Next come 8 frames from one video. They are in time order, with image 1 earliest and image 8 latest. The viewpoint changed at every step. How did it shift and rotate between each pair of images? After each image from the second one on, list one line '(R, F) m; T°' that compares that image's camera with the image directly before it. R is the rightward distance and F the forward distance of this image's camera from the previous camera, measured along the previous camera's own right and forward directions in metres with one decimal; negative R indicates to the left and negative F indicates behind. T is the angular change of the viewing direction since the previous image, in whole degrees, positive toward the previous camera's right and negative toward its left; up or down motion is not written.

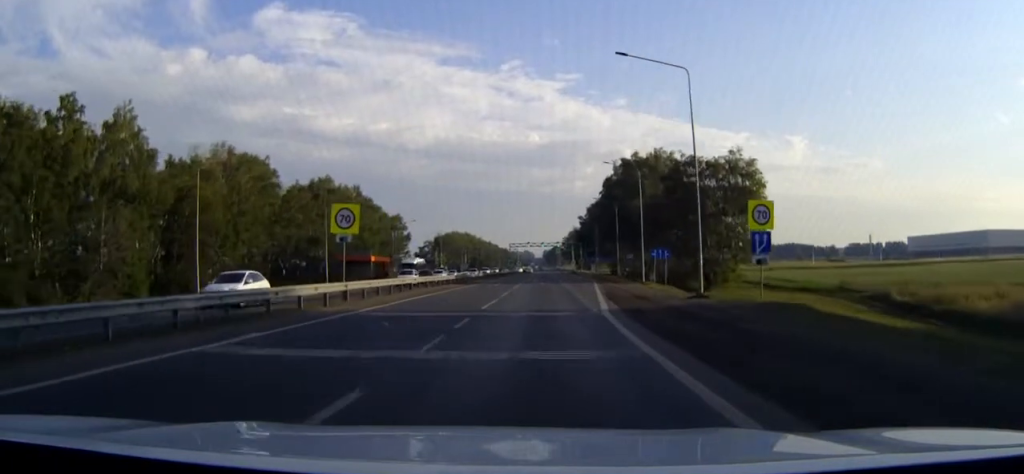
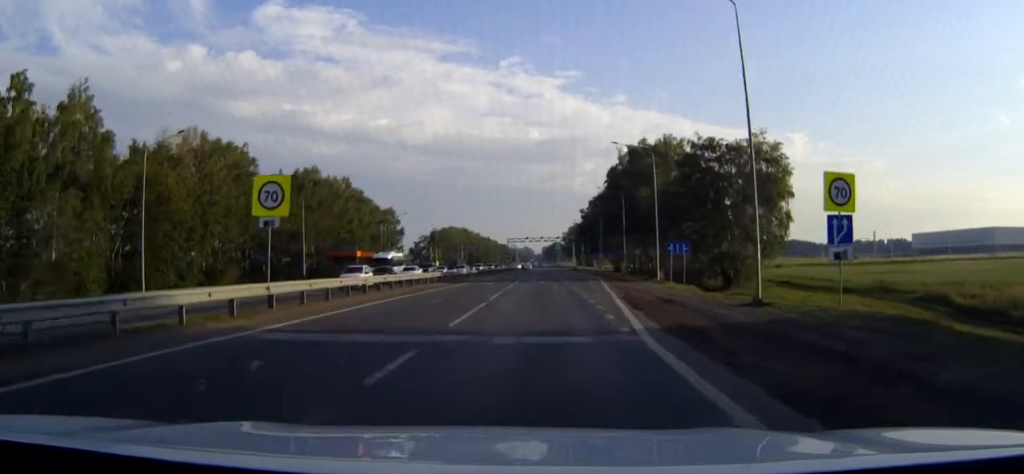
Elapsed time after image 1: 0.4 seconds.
(0.0, +8.7) m; 0°
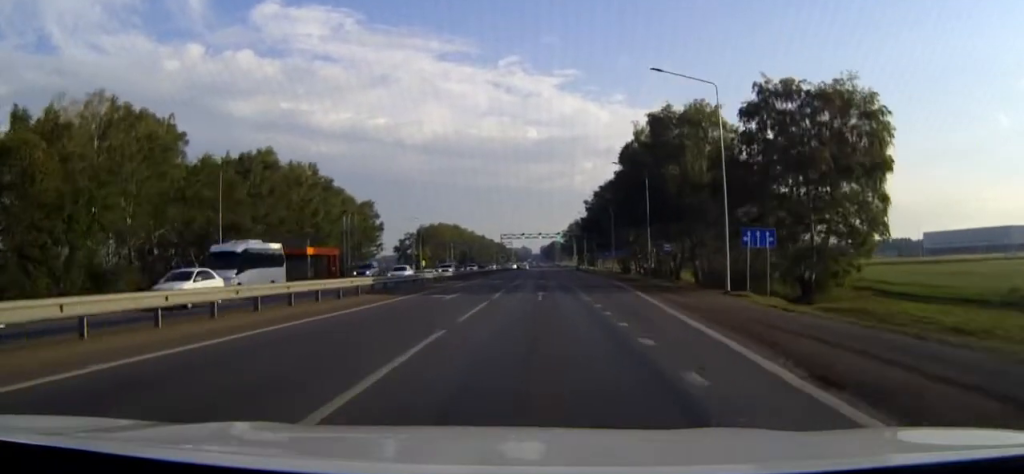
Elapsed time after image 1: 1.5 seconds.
(0.0, +22.1) m; 0°
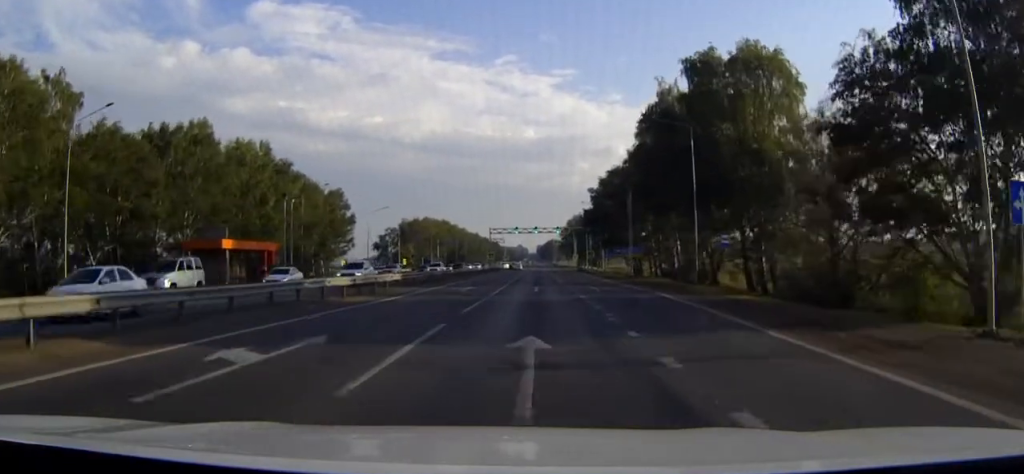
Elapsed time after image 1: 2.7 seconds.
(0.0, +22.6) m; 0°
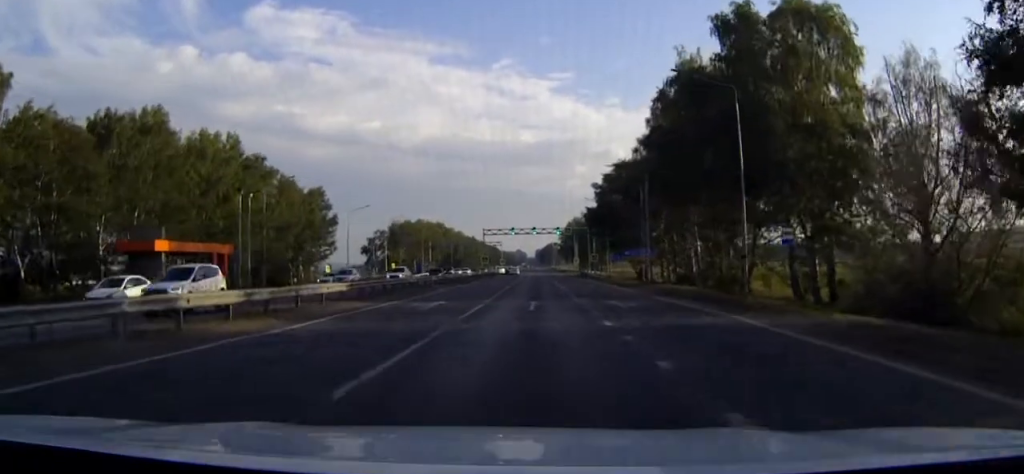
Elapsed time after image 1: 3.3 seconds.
(0.0, +11.9) m; 0°
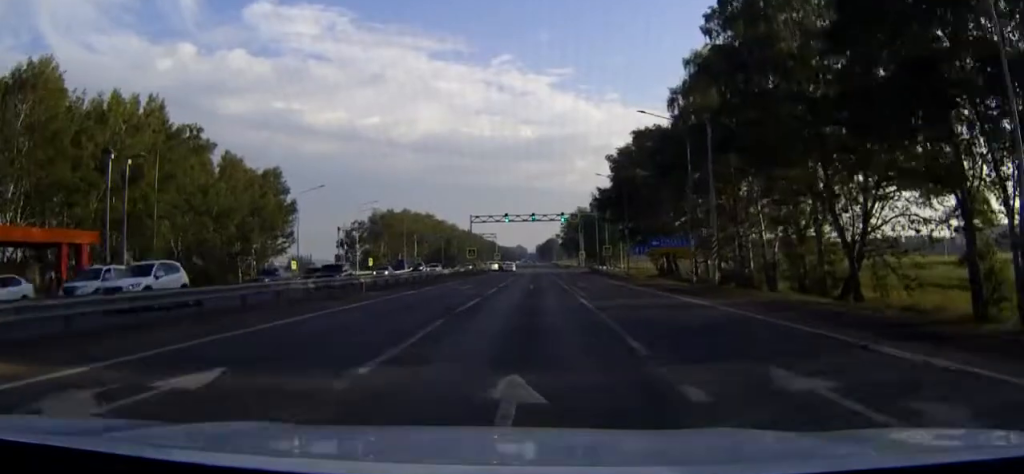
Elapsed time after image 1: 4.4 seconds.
(+0.1, +22.7) m; 0°
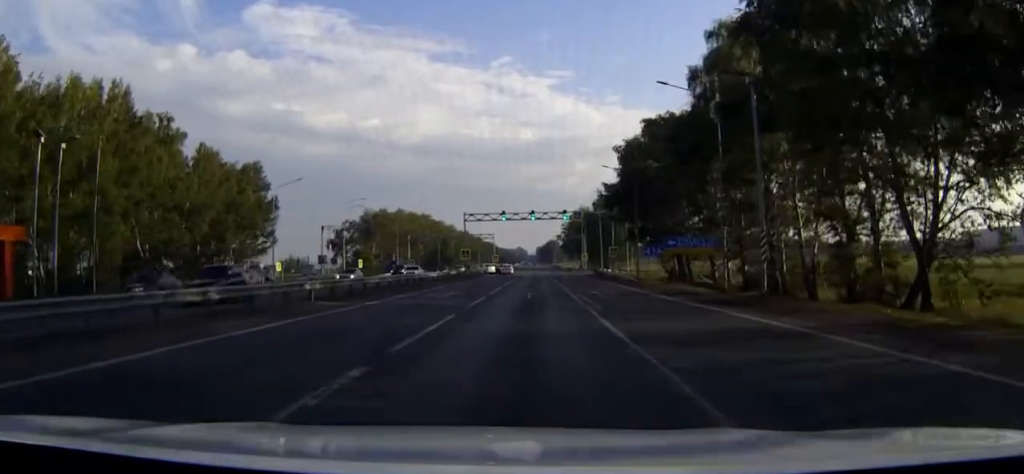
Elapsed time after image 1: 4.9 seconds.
(0.0, +8.4) m; 0°
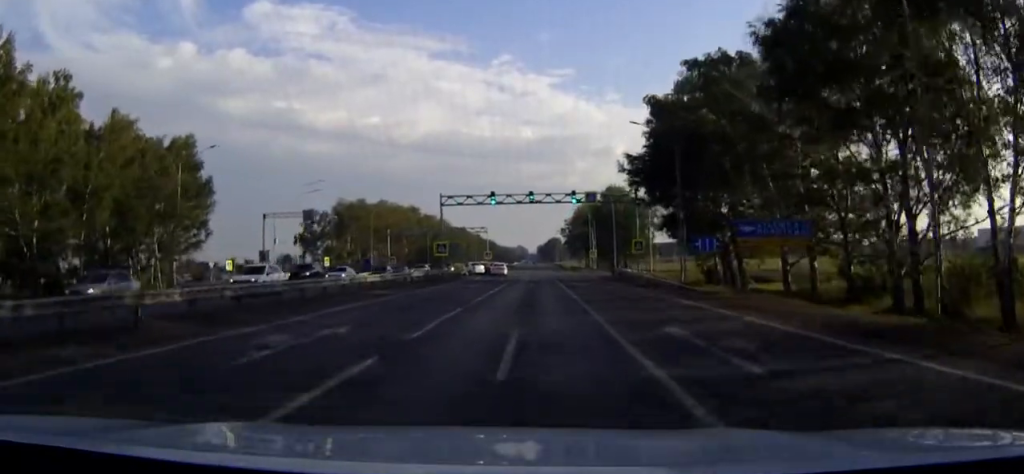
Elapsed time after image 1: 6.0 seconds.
(-0.1, +22.3) m; 0°
